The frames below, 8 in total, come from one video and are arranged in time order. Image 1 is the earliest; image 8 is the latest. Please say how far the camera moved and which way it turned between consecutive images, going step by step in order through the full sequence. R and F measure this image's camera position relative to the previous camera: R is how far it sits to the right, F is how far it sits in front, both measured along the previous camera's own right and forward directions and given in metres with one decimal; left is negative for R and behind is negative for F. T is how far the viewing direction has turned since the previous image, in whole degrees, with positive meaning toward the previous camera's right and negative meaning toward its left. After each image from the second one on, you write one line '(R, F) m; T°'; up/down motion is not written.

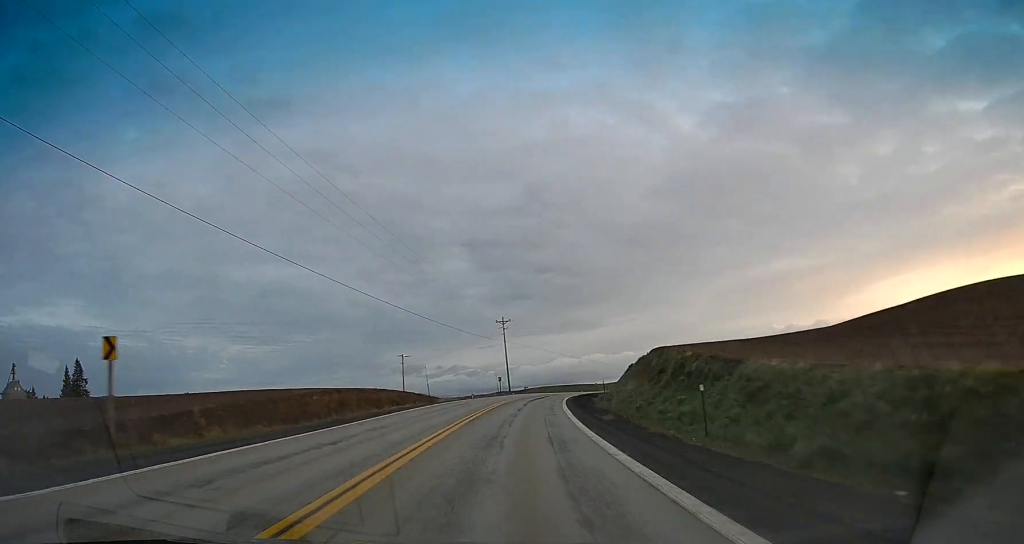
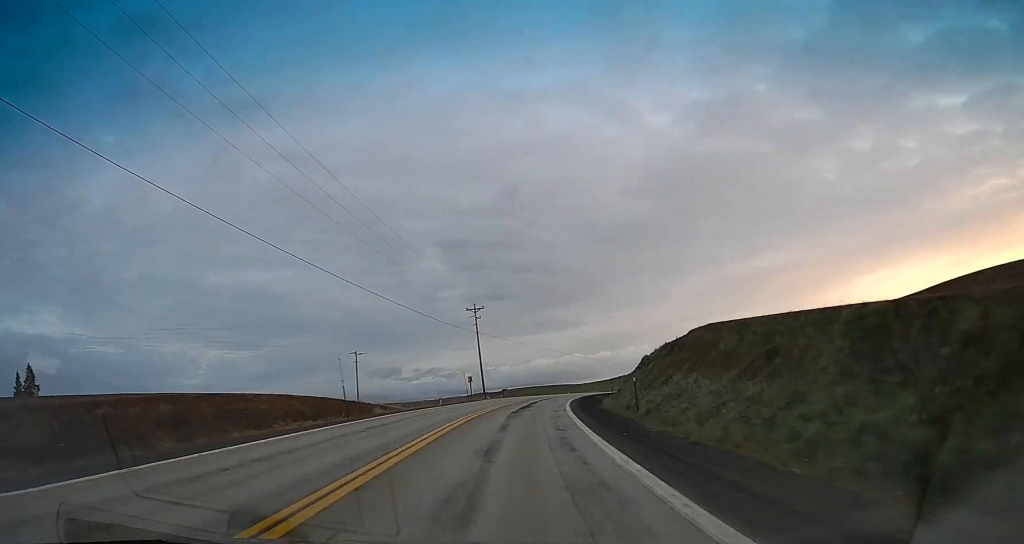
(-0.2, +18.3) m; 0°
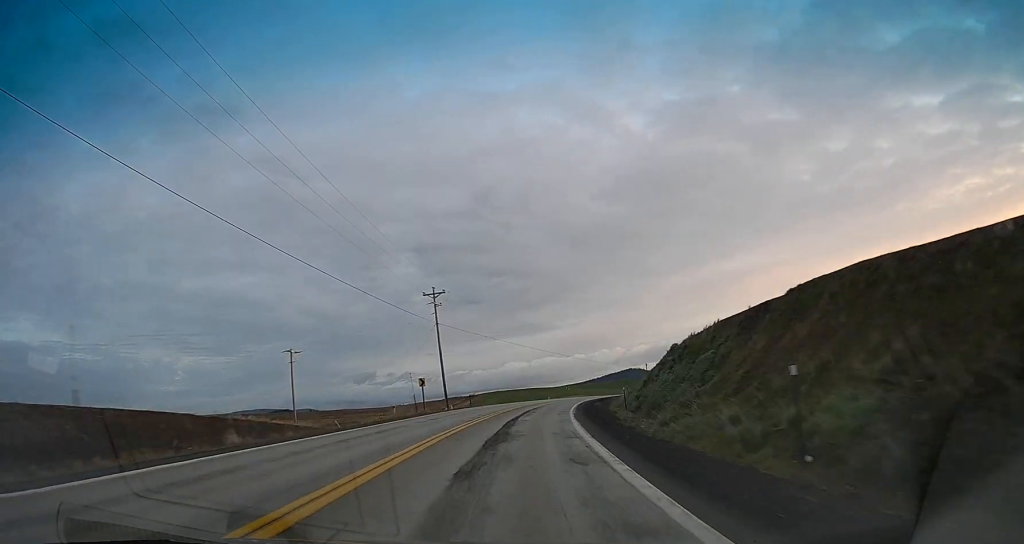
(+0.1, +17.5) m; +1°
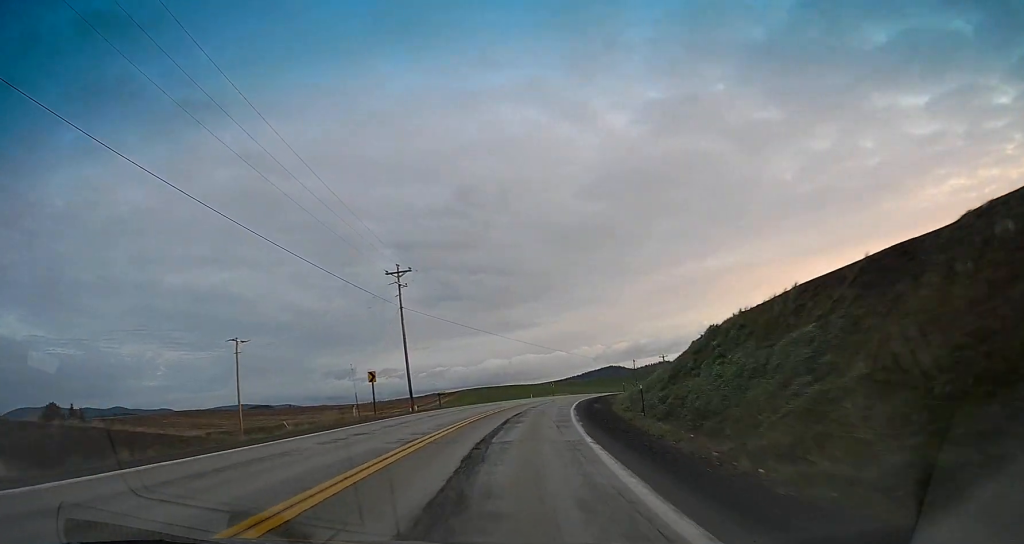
(-0.2, +10.5) m; +1°
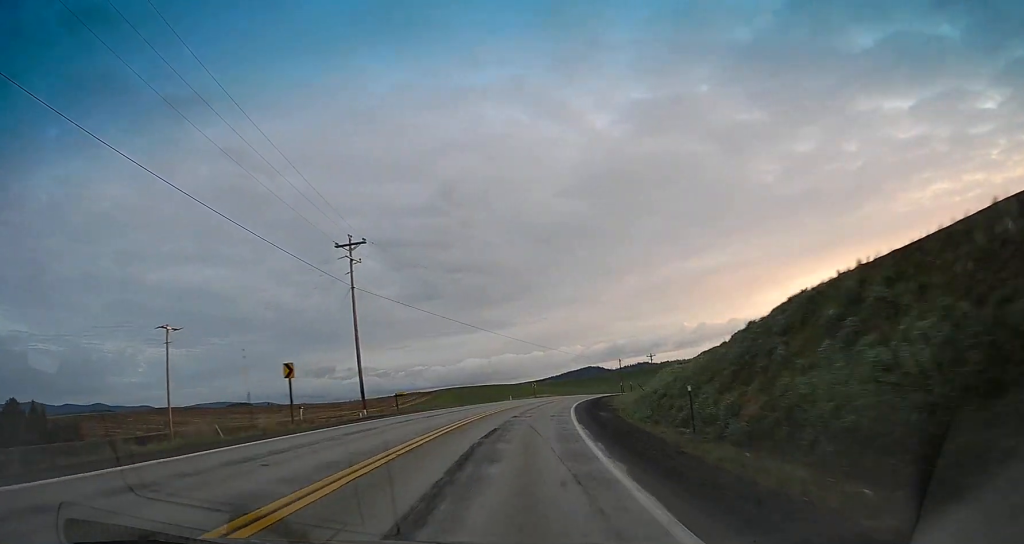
(+0.4, +10.6) m; +2°
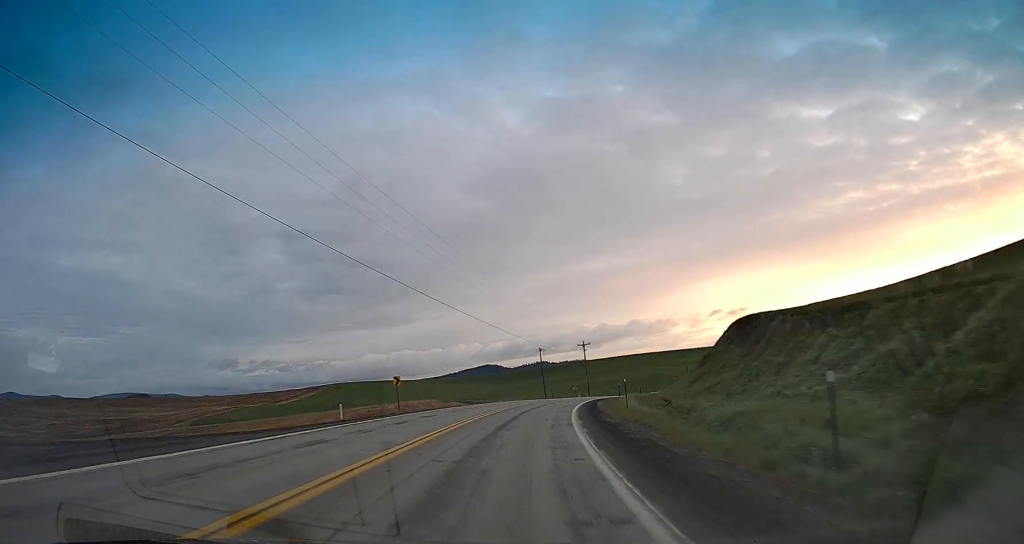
(+2.6, +46.9) m; +7°
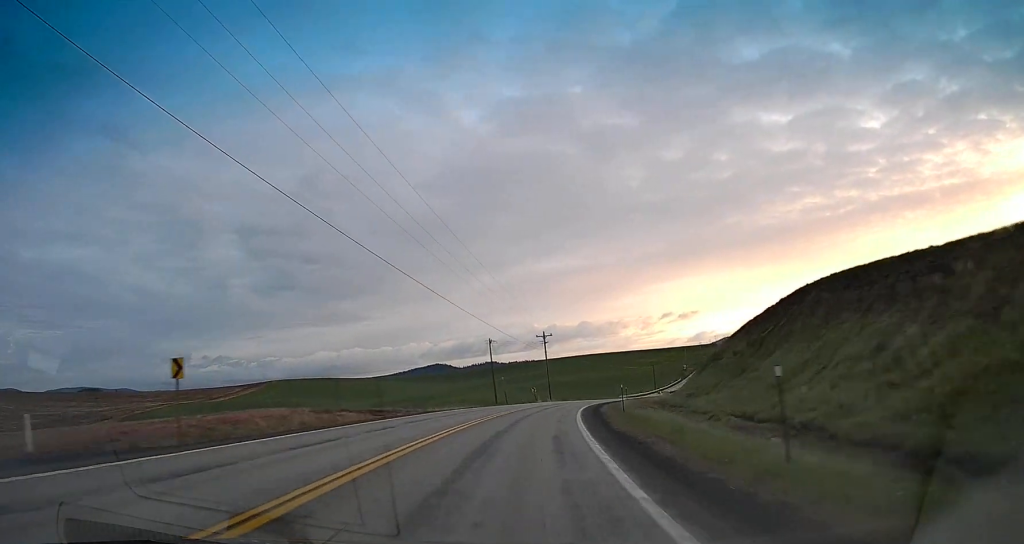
(+0.5, +23.2) m; +5°
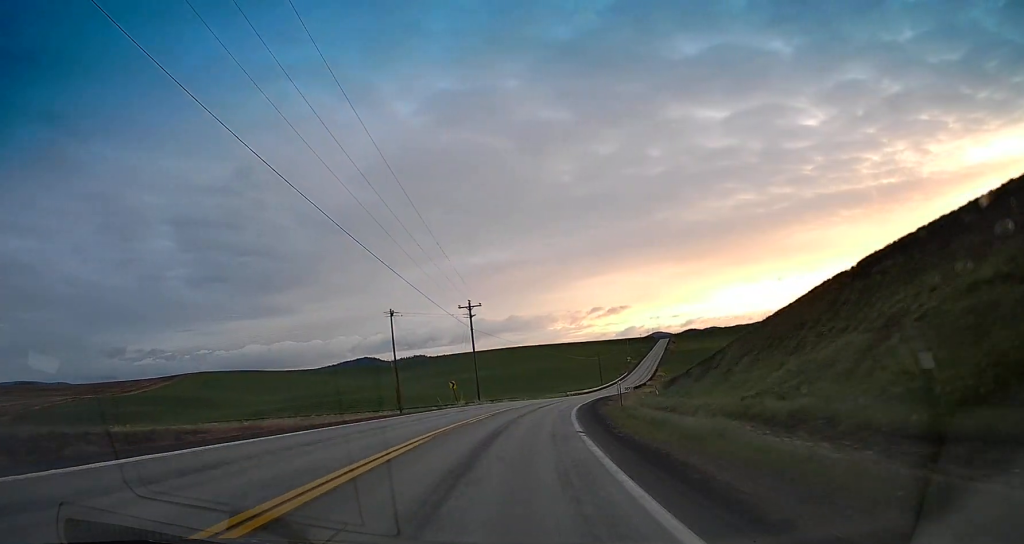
(+2.0, +29.6) m; +6°
